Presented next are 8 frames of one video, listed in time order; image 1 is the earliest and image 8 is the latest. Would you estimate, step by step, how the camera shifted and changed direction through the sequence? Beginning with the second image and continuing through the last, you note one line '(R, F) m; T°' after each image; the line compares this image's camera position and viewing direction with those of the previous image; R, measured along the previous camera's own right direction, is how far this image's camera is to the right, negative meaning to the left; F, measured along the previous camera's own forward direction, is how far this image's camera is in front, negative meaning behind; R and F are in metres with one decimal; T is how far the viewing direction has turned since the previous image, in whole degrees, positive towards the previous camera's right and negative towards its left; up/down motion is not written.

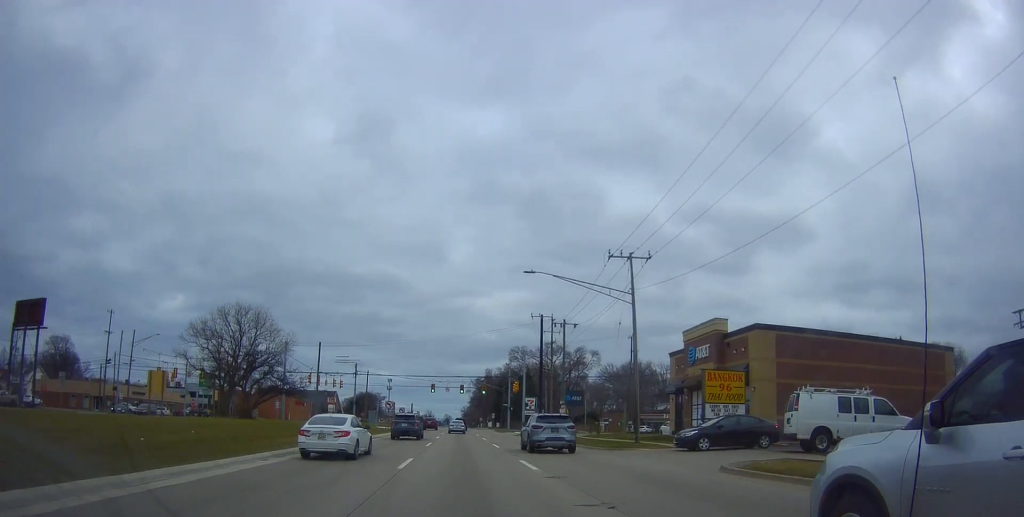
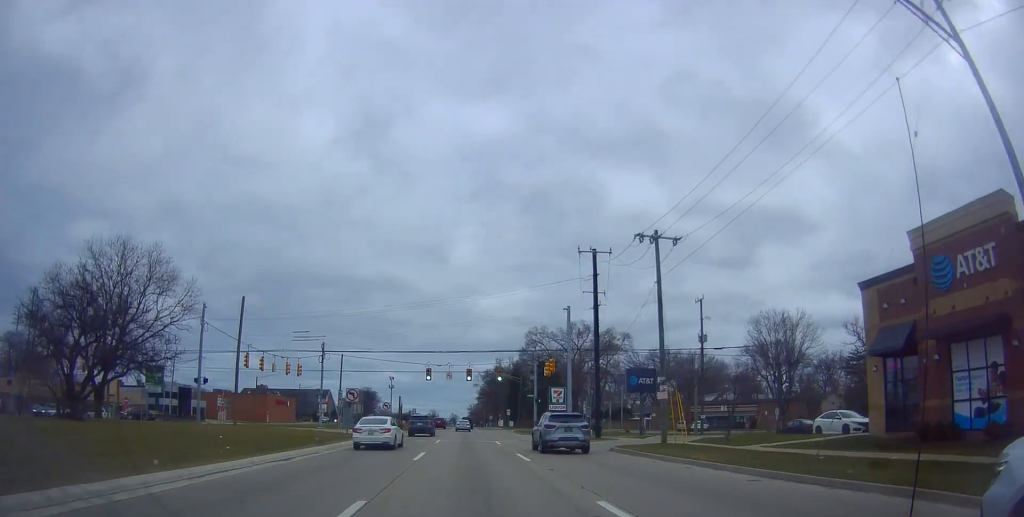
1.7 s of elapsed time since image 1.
(-0.2, +24.6) m; -2°
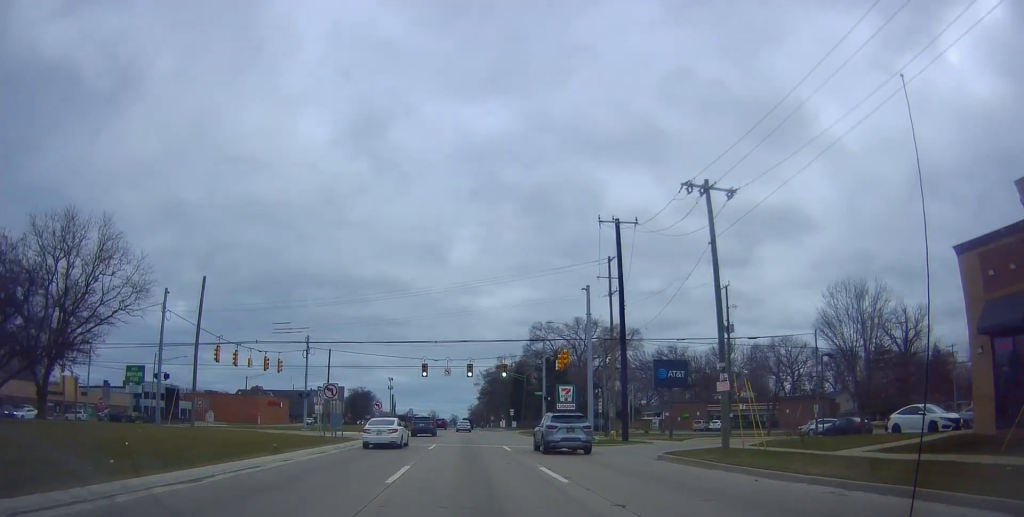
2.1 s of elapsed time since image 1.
(+0.2, +6.5) m; -1°
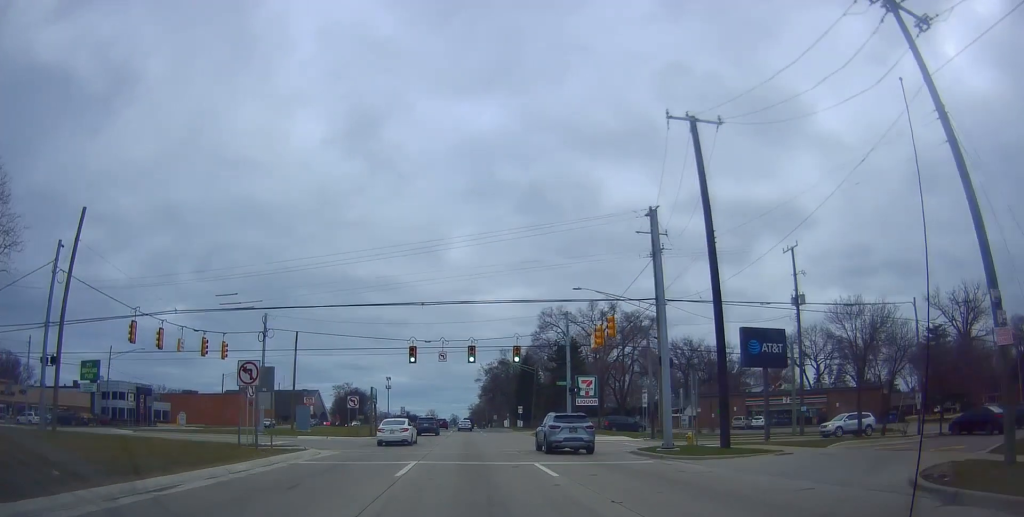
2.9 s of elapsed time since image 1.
(-0.6, +13.0) m; 0°
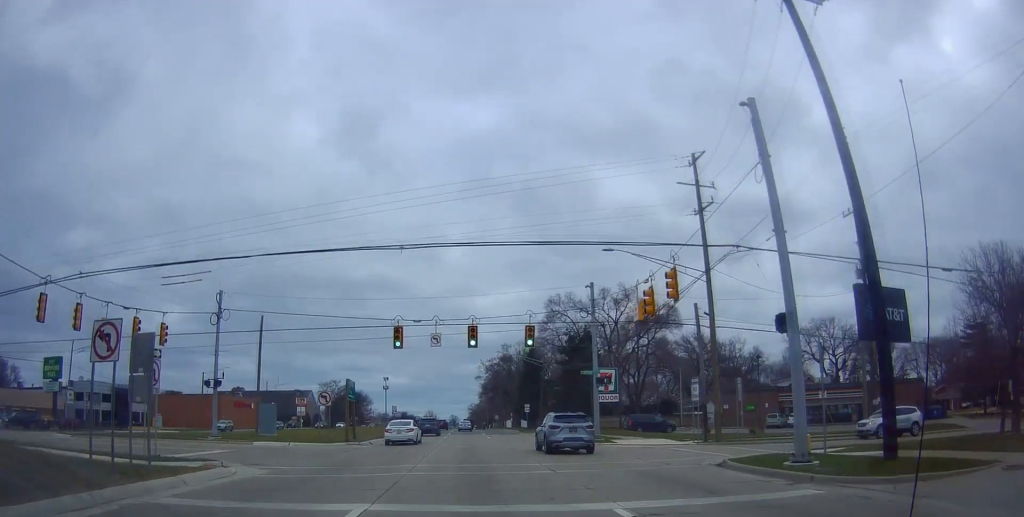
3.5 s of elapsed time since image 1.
(+0.2, +9.0) m; +1°
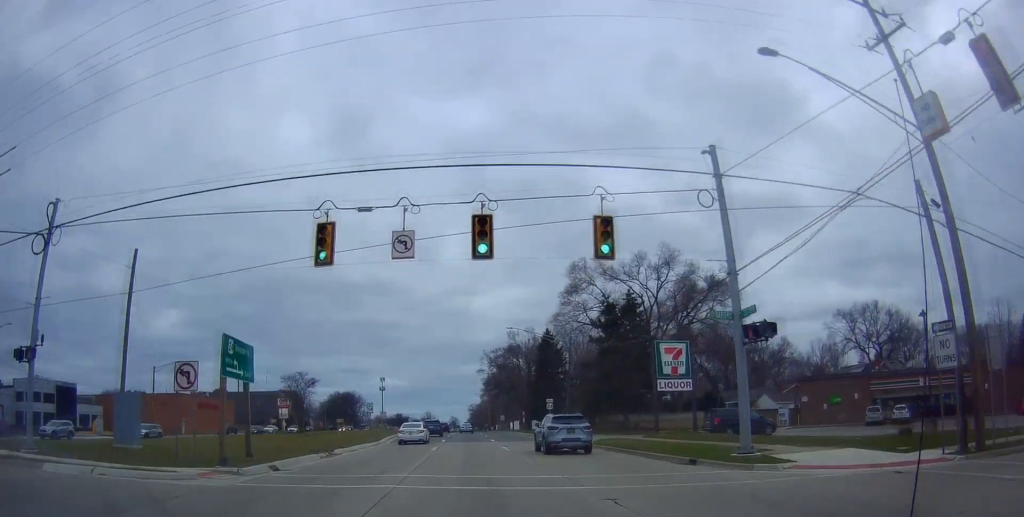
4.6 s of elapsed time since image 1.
(+0.5, +18.4) m; +1°
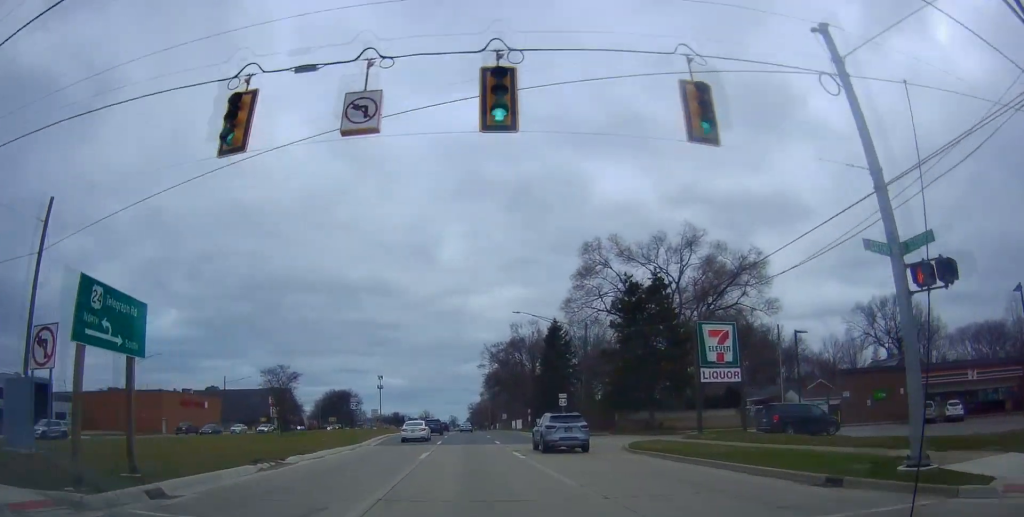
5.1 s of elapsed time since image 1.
(+0.1, +7.1) m; -1°
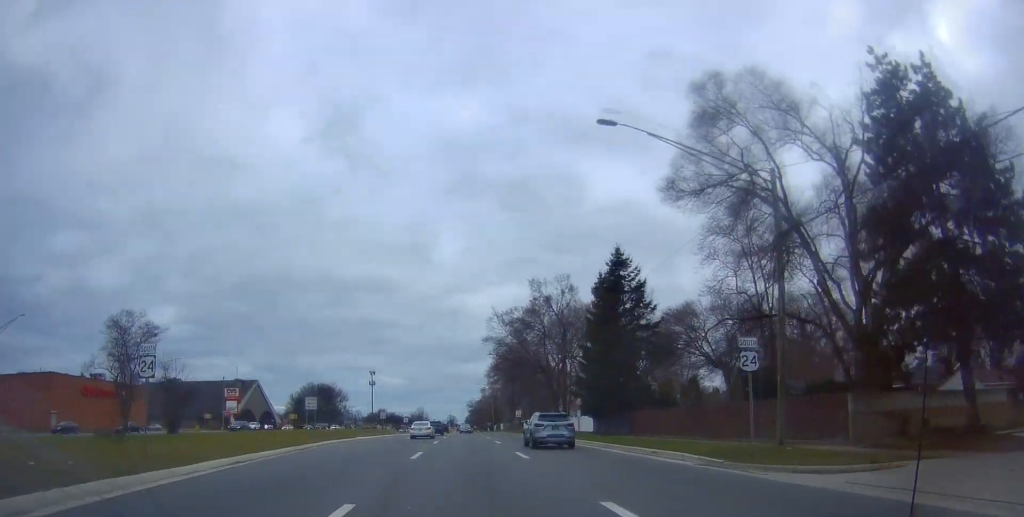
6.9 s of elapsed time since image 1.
(-1.3, +30.7) m; -2°
